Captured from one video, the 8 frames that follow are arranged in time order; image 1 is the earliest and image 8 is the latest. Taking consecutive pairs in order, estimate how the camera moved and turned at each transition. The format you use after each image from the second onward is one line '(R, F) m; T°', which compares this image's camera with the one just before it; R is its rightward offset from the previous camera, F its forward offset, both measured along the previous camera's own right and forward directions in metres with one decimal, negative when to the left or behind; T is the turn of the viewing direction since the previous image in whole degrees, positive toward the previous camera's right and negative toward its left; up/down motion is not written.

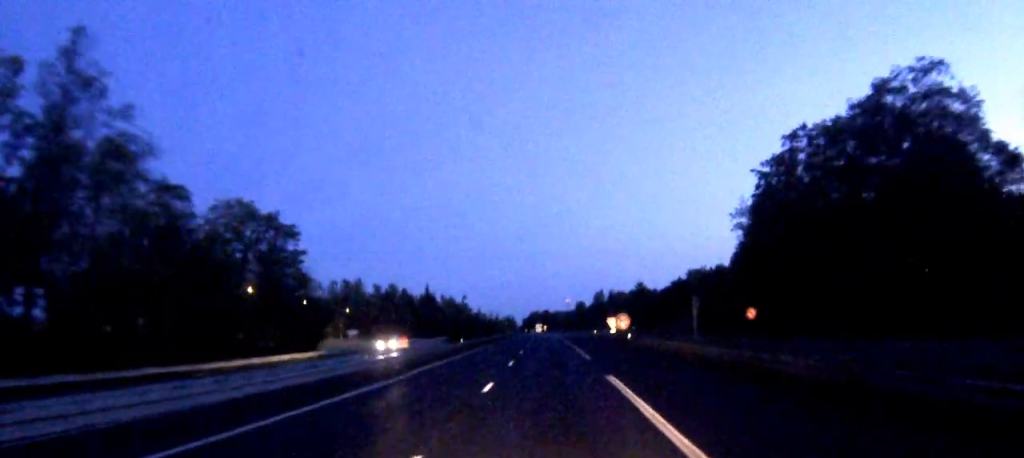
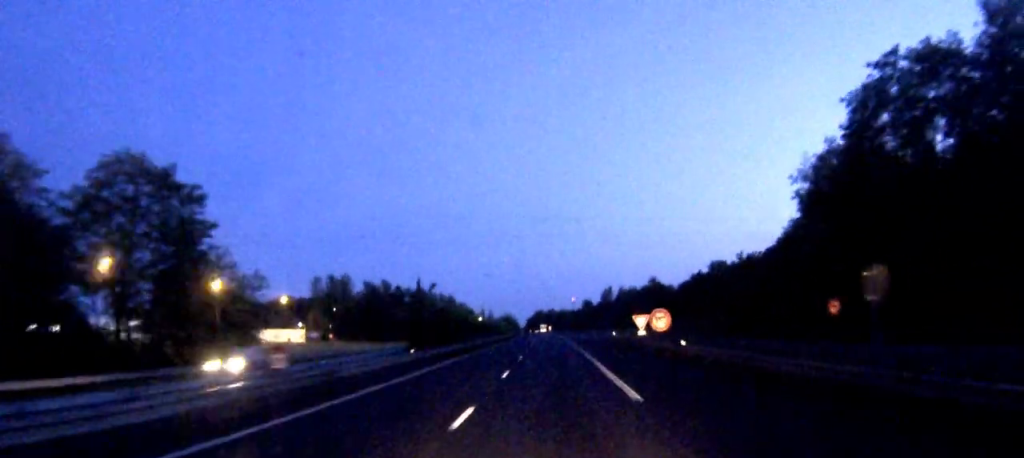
(-0.1, +19.3) m; 0°
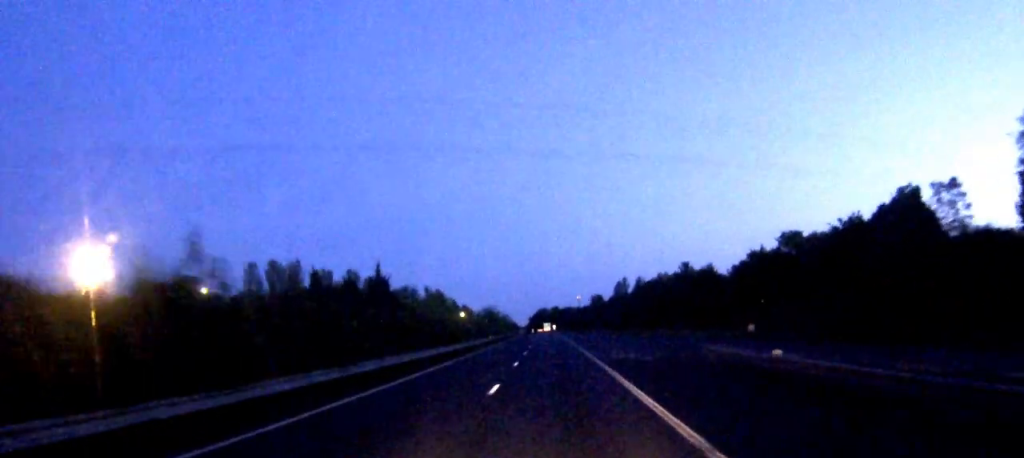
(+0.3, +45.6) m; 0°
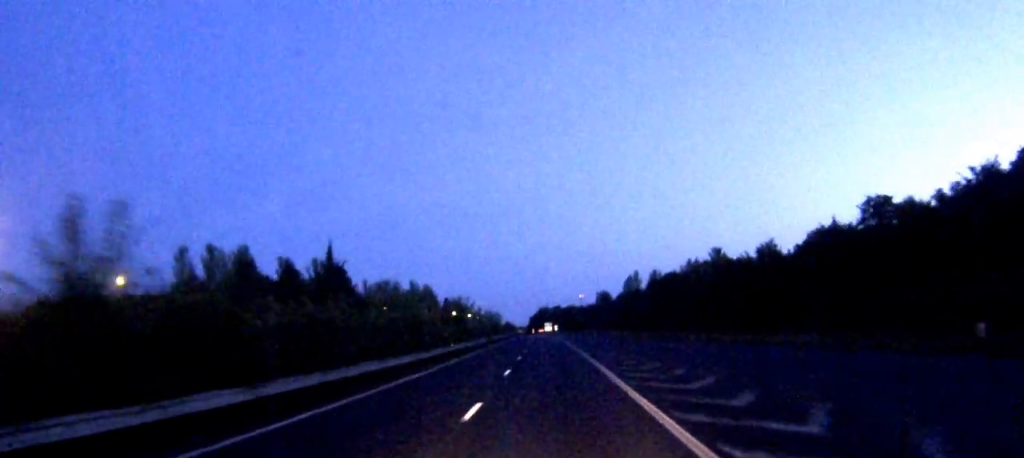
(-0.1, +30.5) m; 0°
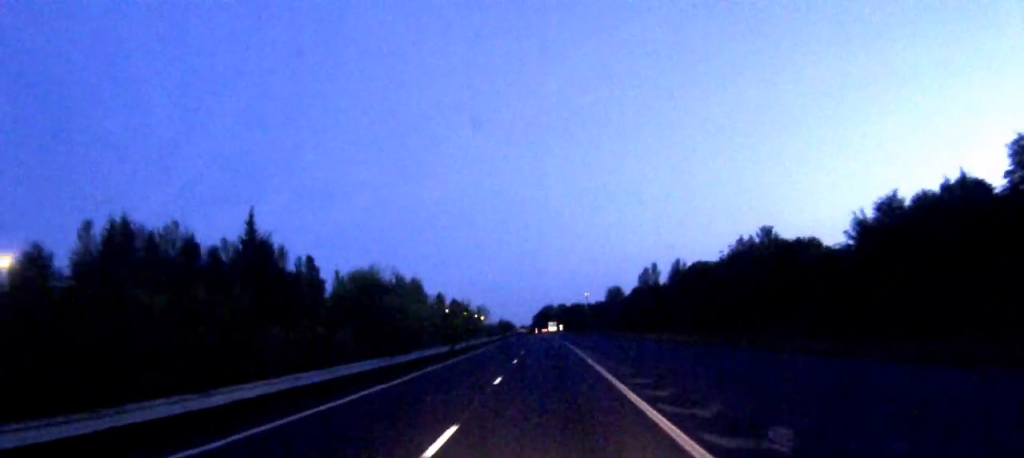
(-0.1, +29.5) m; 0°
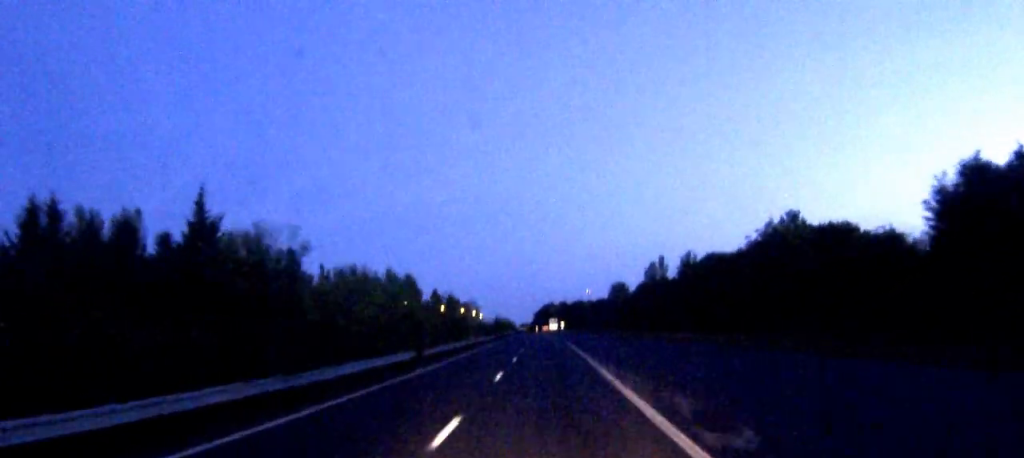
(0.0, +11.9) m; 0°
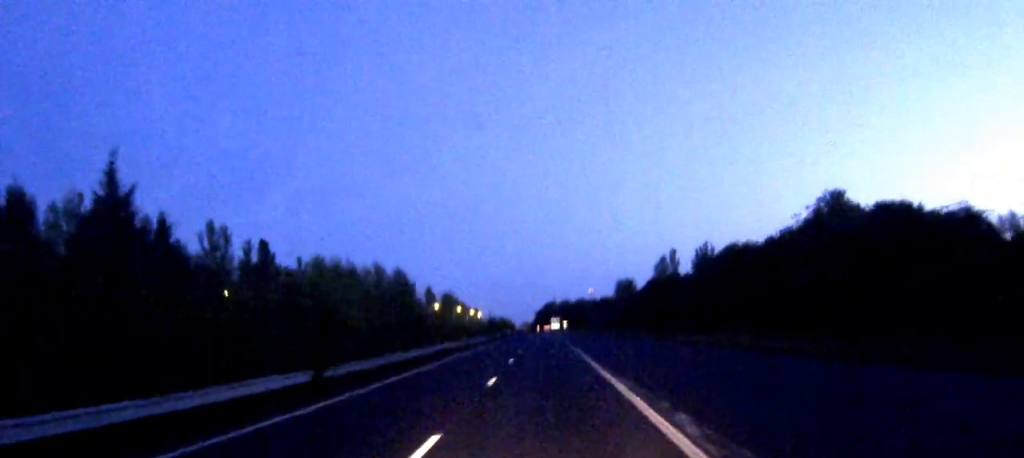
(-0.1, +15.3) m; 0°
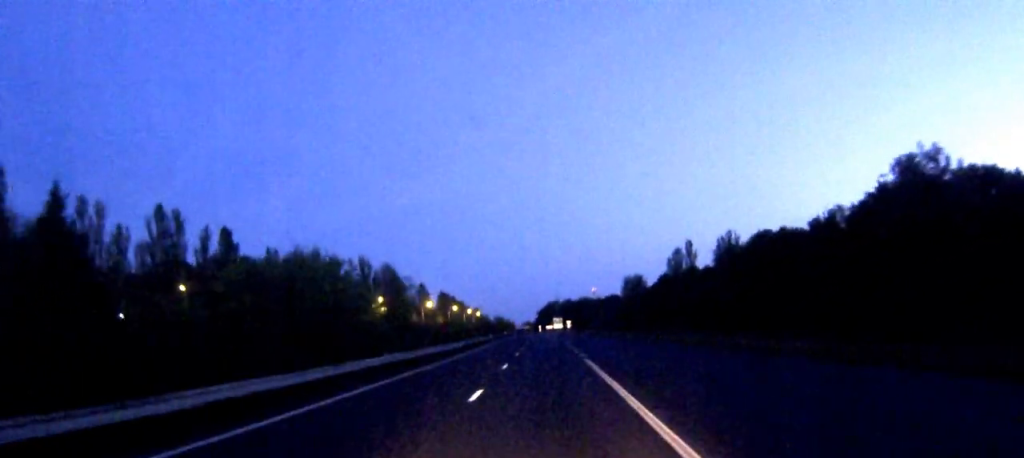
(-0.1, +17.1) m; 0°
